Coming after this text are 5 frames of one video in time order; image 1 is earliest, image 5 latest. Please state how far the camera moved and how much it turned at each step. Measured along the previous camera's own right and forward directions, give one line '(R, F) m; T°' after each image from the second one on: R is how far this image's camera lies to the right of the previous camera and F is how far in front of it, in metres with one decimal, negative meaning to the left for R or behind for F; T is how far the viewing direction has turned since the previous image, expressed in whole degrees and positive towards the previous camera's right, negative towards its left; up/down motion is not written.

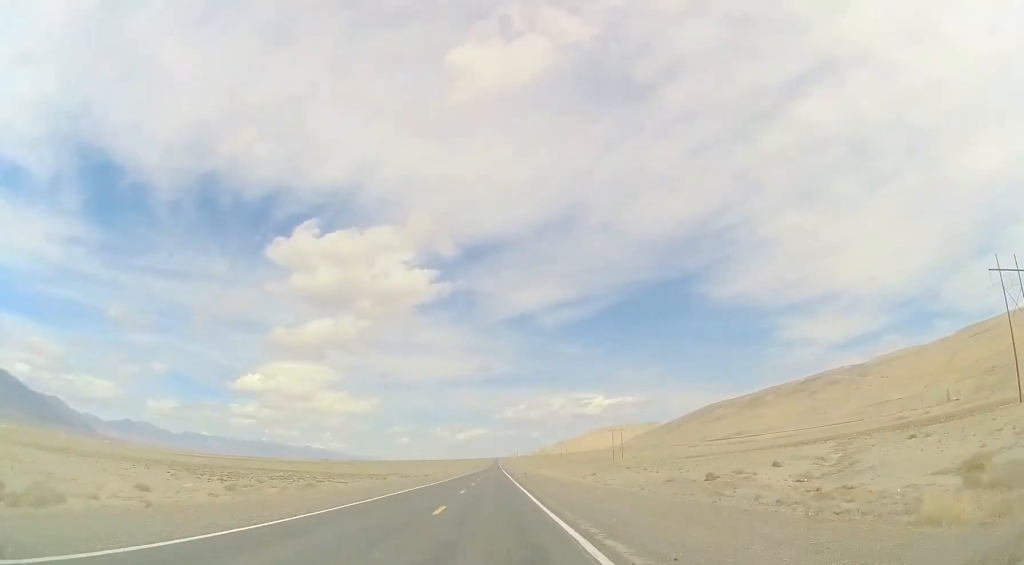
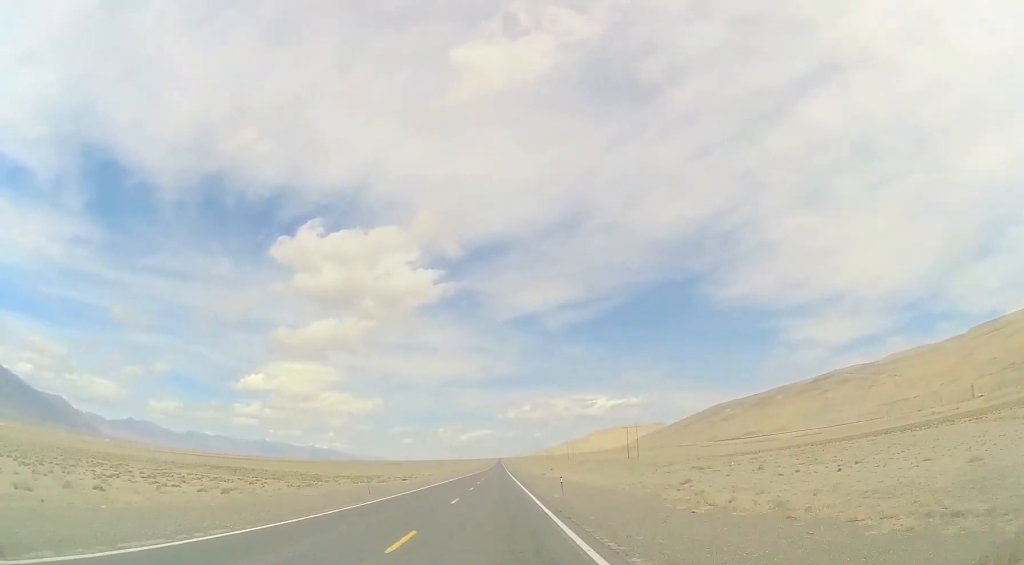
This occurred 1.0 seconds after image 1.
(+0.3, +34.7) m; 0°
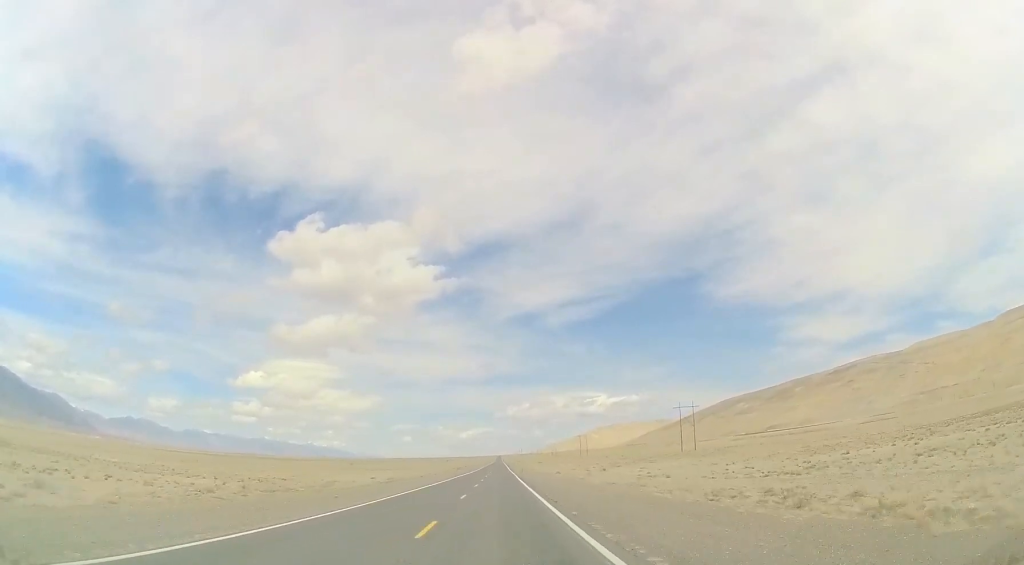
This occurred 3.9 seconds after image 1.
(+0.2, +107.2) m; 0°
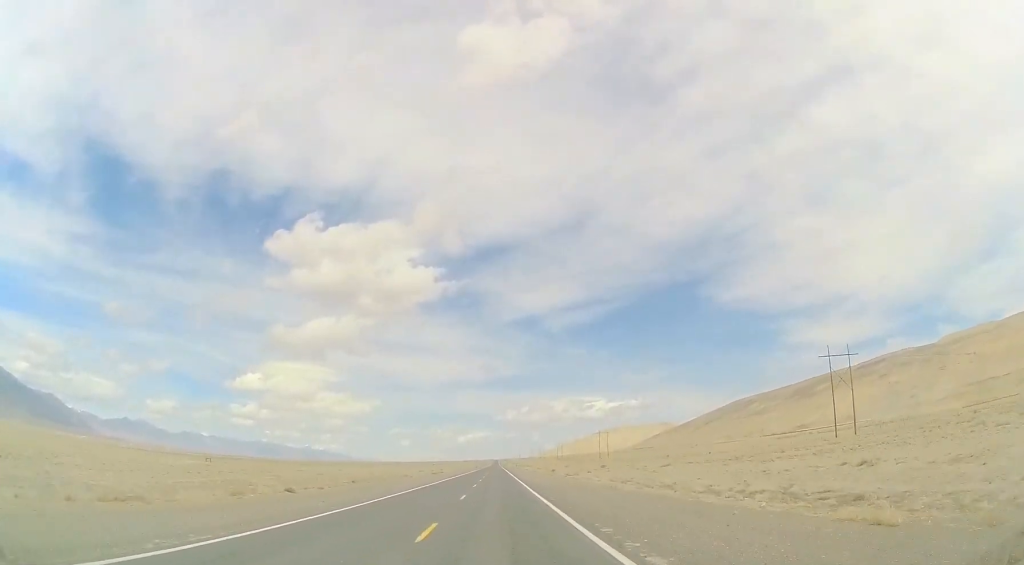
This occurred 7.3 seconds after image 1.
(+0.4, +123.6) m; 0°
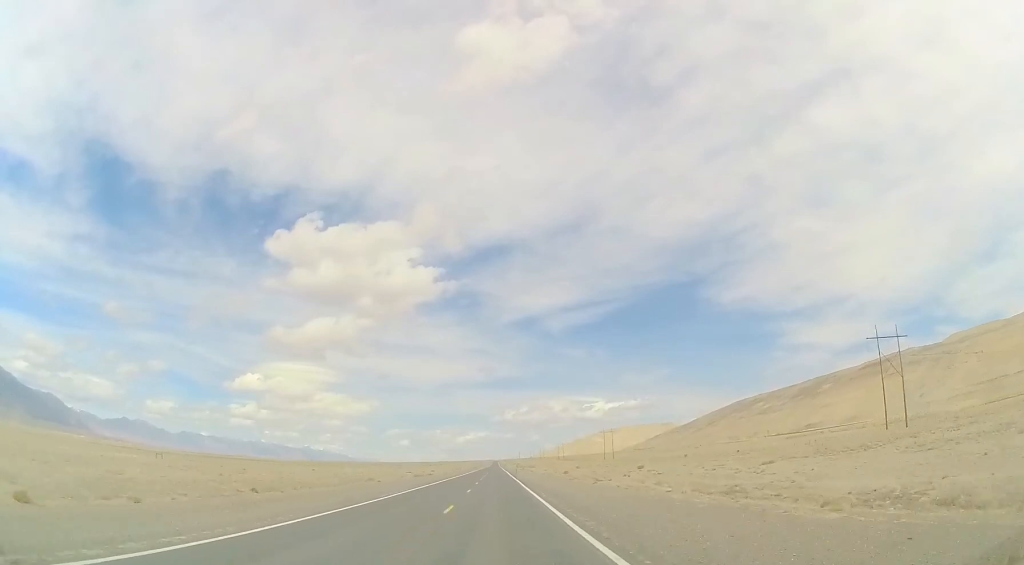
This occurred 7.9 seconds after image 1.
(0.0, +20.6) m; 0°
